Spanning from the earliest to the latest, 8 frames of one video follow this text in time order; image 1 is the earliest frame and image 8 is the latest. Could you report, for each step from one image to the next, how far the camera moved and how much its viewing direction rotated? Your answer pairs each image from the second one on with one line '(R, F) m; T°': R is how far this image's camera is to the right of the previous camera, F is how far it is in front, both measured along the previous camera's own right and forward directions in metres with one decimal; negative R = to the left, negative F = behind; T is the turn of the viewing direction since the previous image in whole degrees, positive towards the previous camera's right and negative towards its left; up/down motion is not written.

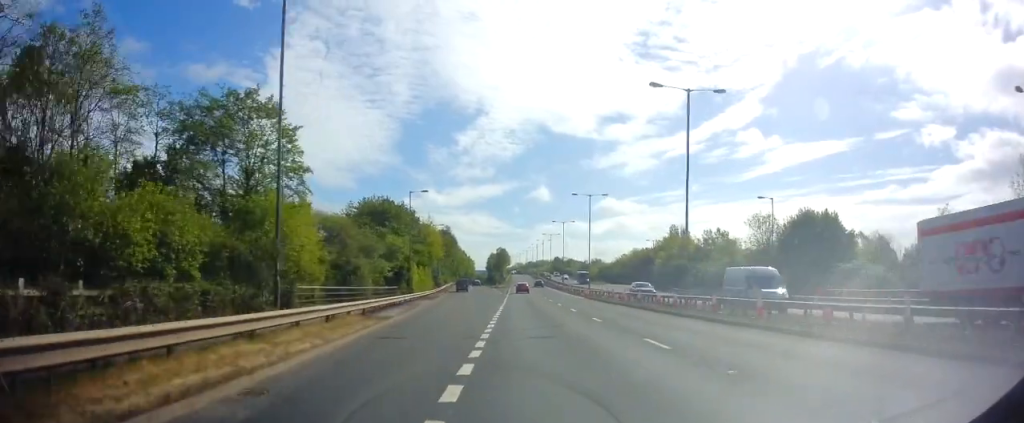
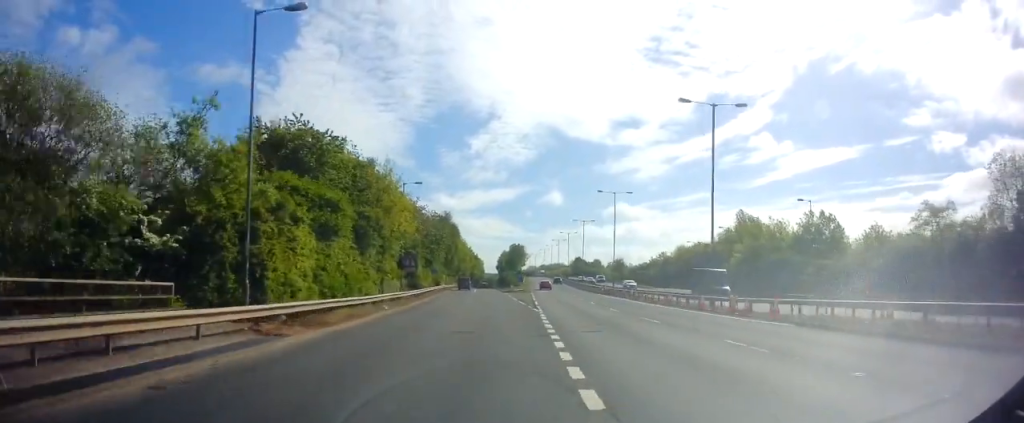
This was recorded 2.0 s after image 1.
(+0.2, +36.7) m; 0°
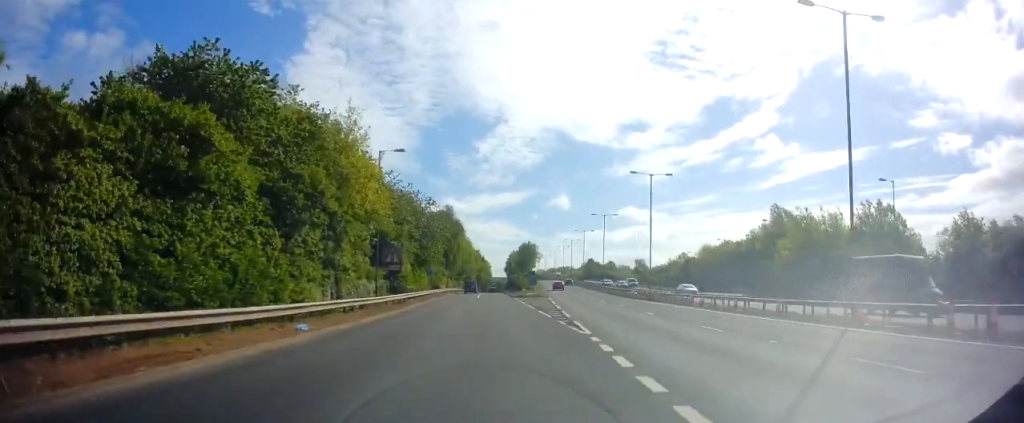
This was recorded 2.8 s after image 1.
(+0.4, +13.3) m; -1°
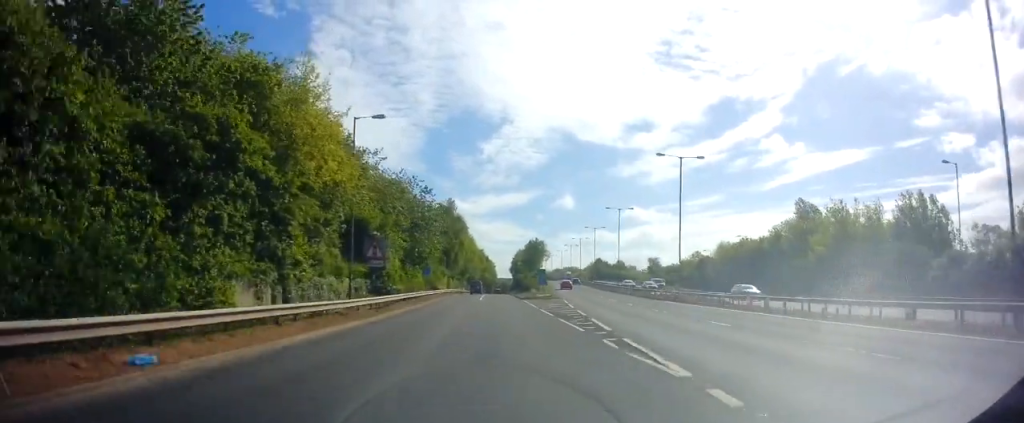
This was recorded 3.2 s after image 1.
(-0.4, +7.8) m; -1°
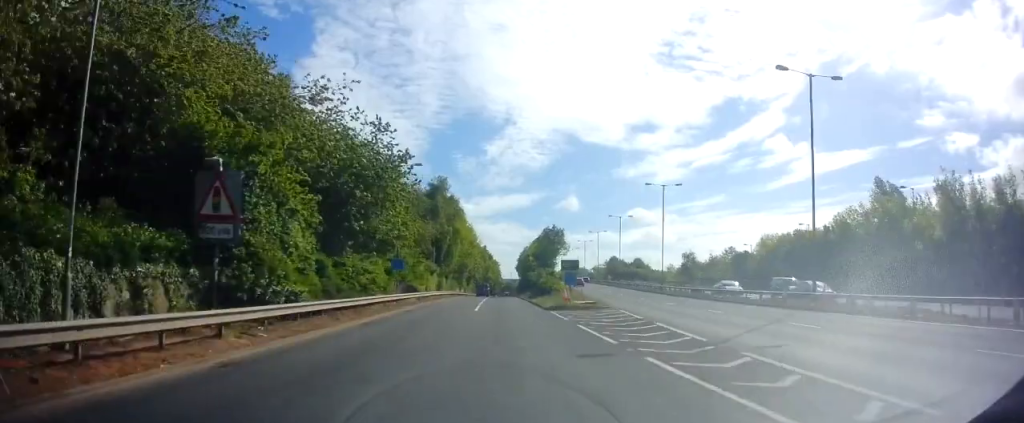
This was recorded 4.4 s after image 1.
(-0.4, +21.1) m; 0°
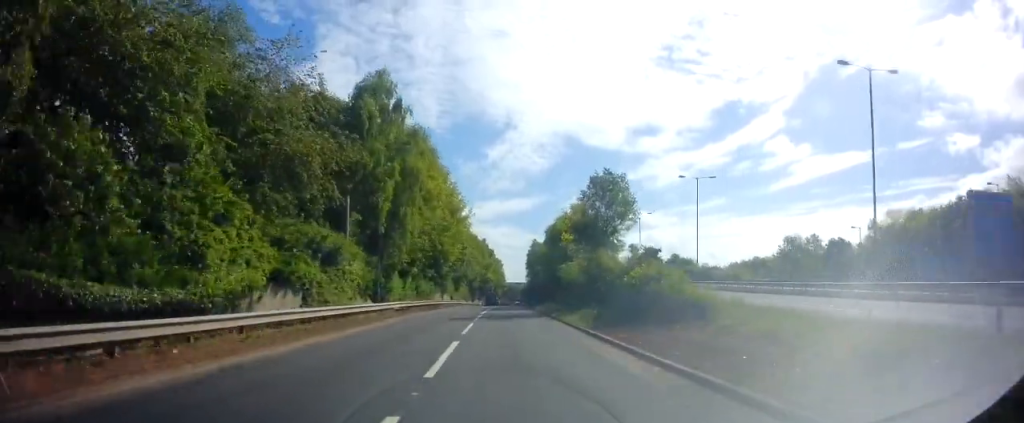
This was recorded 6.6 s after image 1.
(+0.7, +39.4) m; -1°
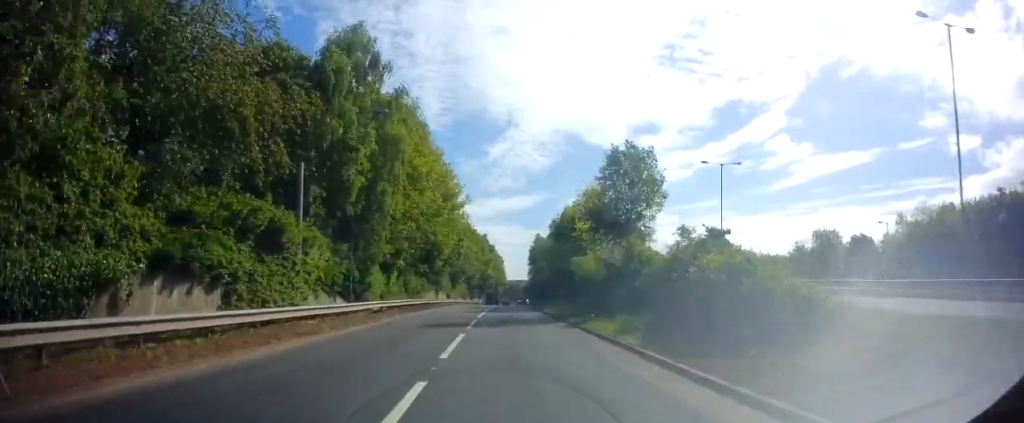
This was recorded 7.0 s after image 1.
(-0.1, +6.8) m; -1°
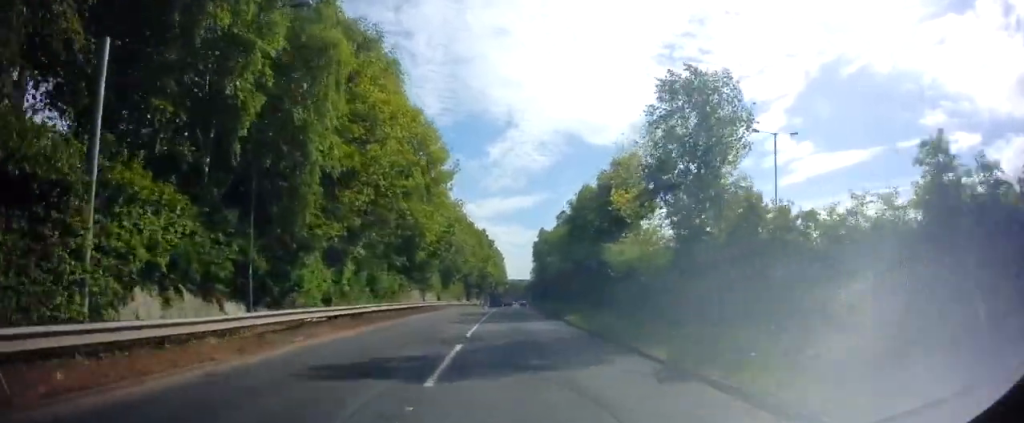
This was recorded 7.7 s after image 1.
(-0.6, +11.8) m; +1°
